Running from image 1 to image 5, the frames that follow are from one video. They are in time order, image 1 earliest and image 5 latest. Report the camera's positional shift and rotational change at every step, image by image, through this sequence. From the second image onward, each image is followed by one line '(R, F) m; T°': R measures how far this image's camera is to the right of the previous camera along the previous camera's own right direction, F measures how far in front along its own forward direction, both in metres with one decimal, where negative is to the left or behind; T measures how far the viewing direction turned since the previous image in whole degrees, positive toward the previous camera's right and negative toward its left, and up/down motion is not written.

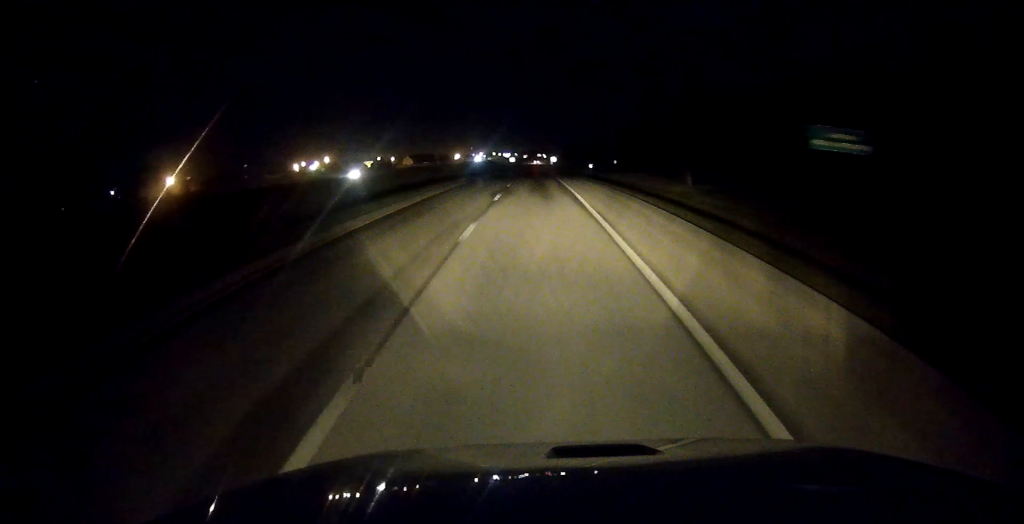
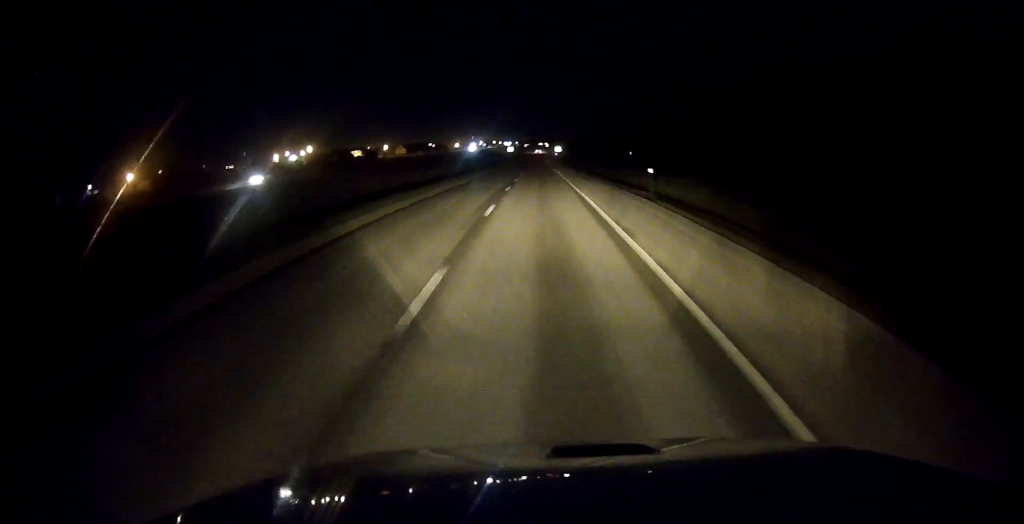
(+0.2, +31.2) m; 0°
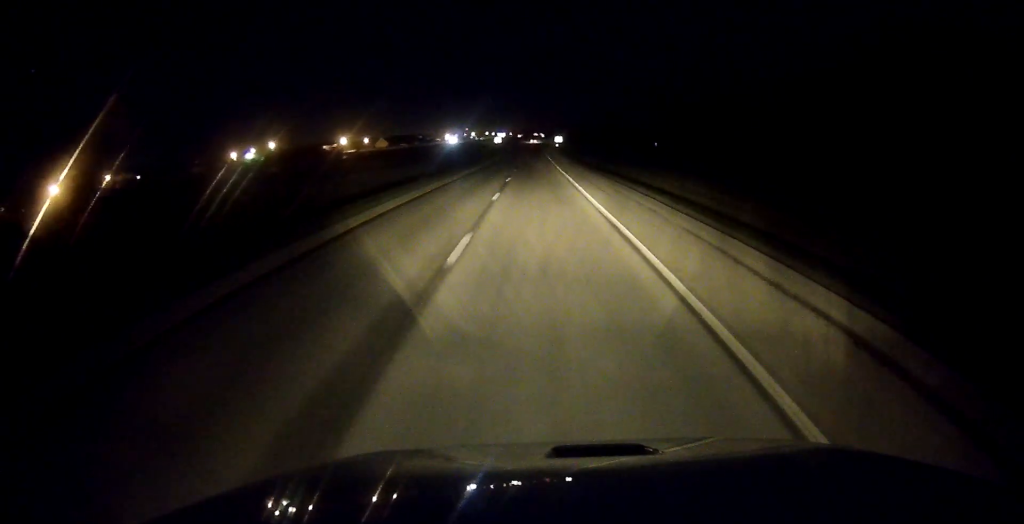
(-0.2, +44.7) m; 0°
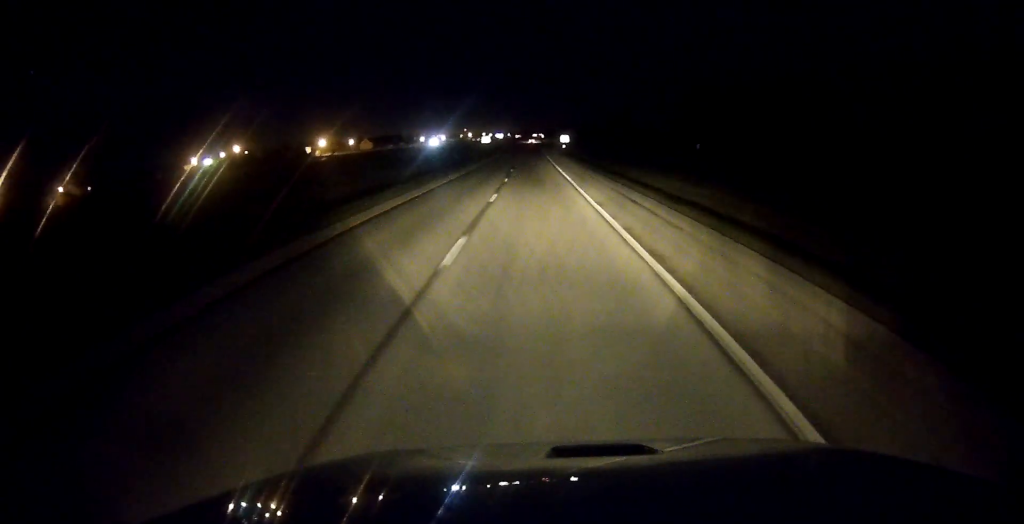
(+0.4, +36.5) m; 0°
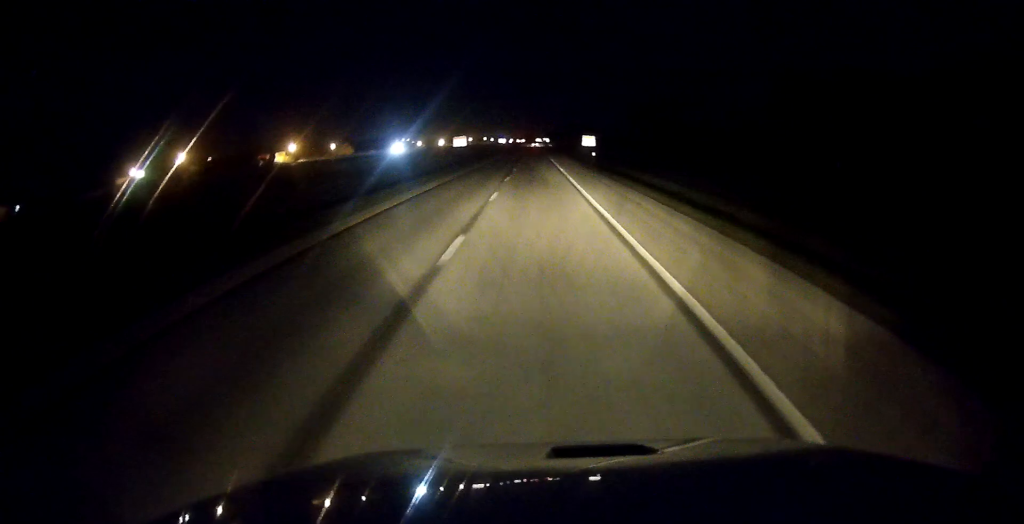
(-0.5, +47.7) m; -1°
